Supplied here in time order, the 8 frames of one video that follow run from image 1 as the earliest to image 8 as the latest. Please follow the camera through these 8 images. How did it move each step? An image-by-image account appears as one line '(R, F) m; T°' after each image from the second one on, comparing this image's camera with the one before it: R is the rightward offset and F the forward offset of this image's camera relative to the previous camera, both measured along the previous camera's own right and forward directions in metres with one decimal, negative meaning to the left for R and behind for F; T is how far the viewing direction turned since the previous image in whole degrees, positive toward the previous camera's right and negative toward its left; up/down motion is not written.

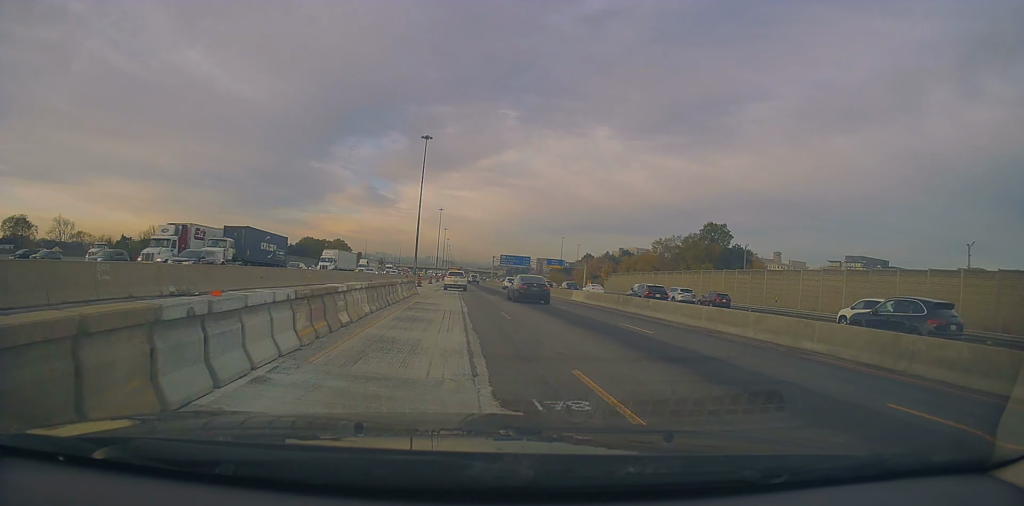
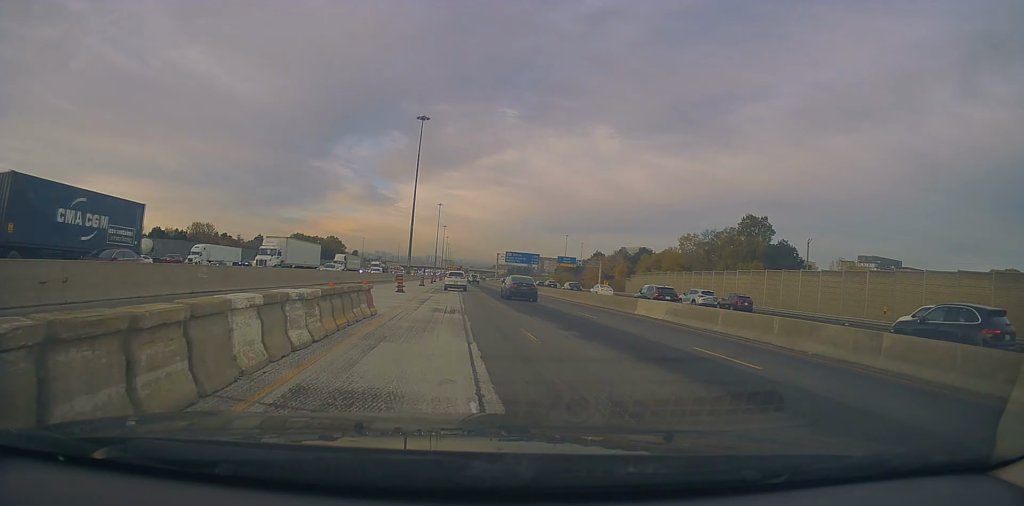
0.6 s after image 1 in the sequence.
(-0.1, +17.6) m; 0°
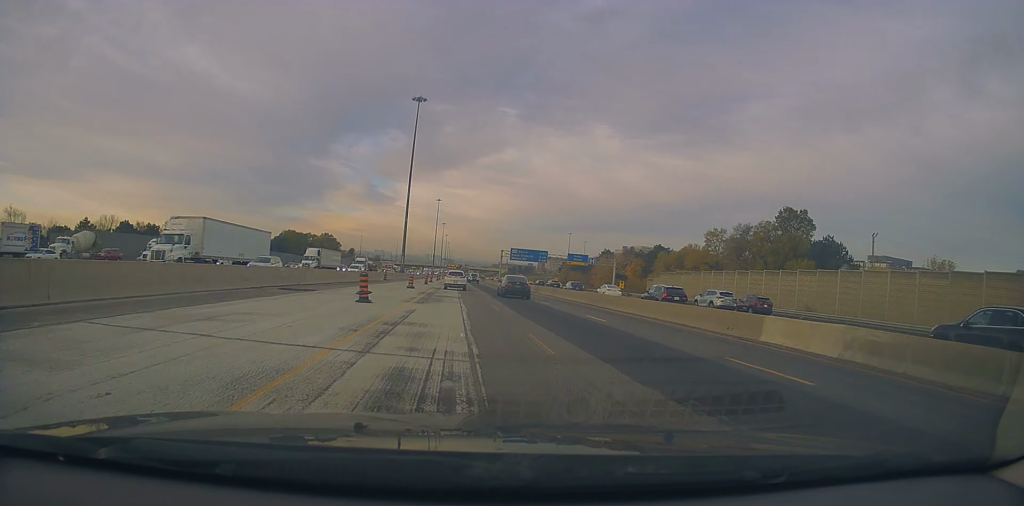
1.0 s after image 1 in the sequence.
(+0.1, +13.0) m; 0°
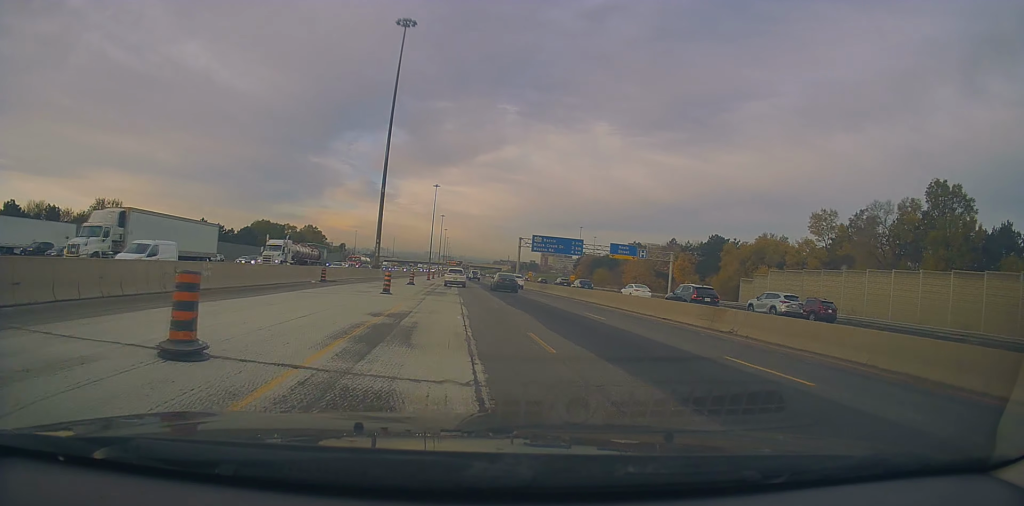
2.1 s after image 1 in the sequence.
(+0.1, +35.8) m; 0°
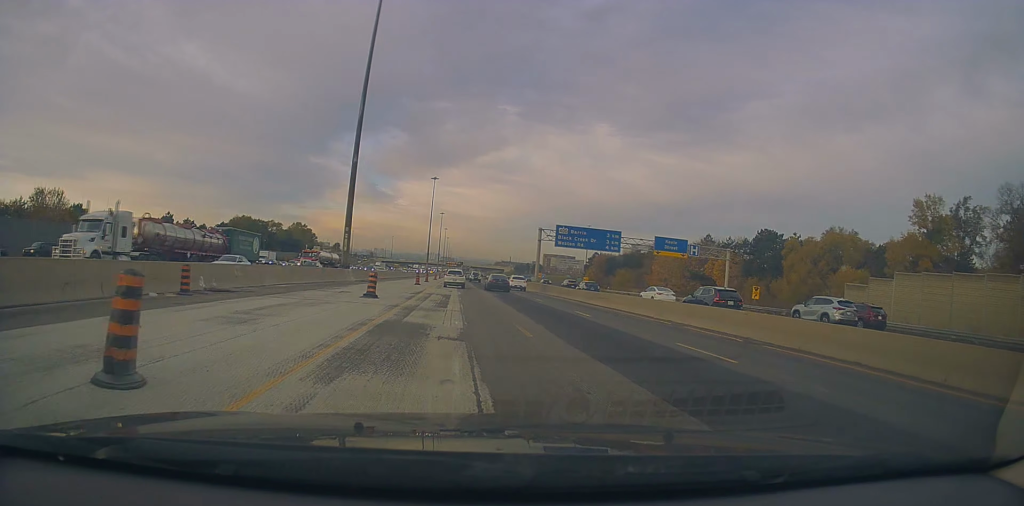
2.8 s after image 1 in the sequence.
(-0.1, +20.4) m; 0°
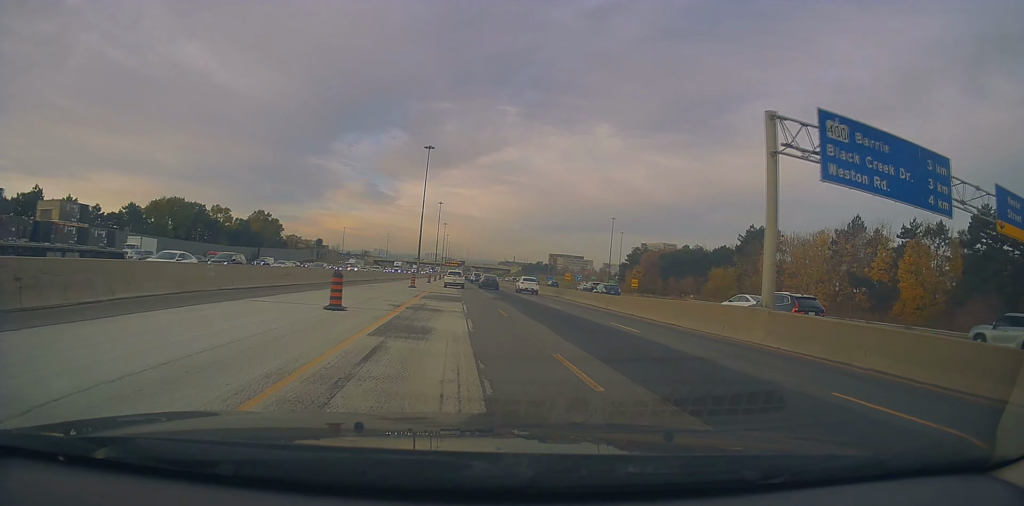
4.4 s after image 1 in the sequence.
(+0.3, +53.2) m; +1°
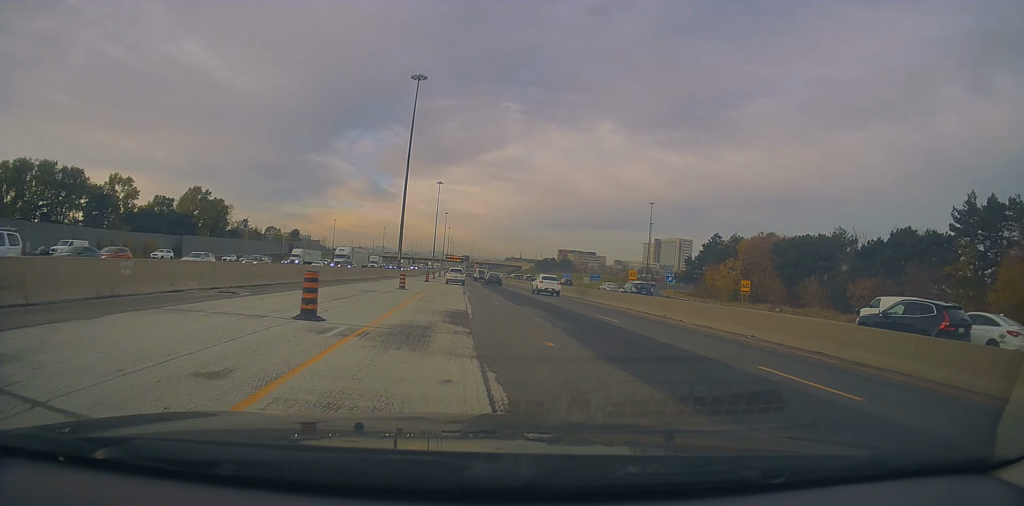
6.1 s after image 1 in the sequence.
(-0.2, +55.8) m; -1°
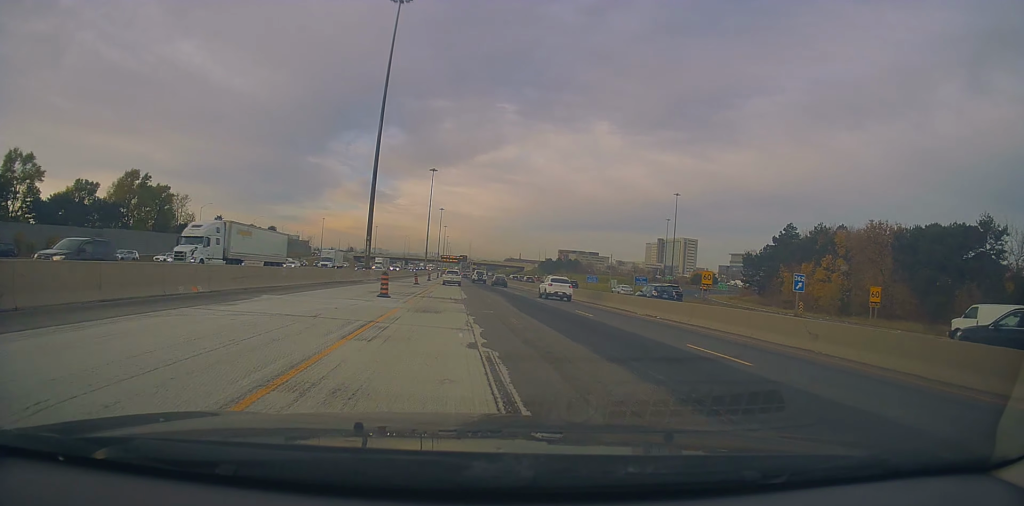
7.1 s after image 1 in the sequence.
(-0.2, +32.5) m; 0°
